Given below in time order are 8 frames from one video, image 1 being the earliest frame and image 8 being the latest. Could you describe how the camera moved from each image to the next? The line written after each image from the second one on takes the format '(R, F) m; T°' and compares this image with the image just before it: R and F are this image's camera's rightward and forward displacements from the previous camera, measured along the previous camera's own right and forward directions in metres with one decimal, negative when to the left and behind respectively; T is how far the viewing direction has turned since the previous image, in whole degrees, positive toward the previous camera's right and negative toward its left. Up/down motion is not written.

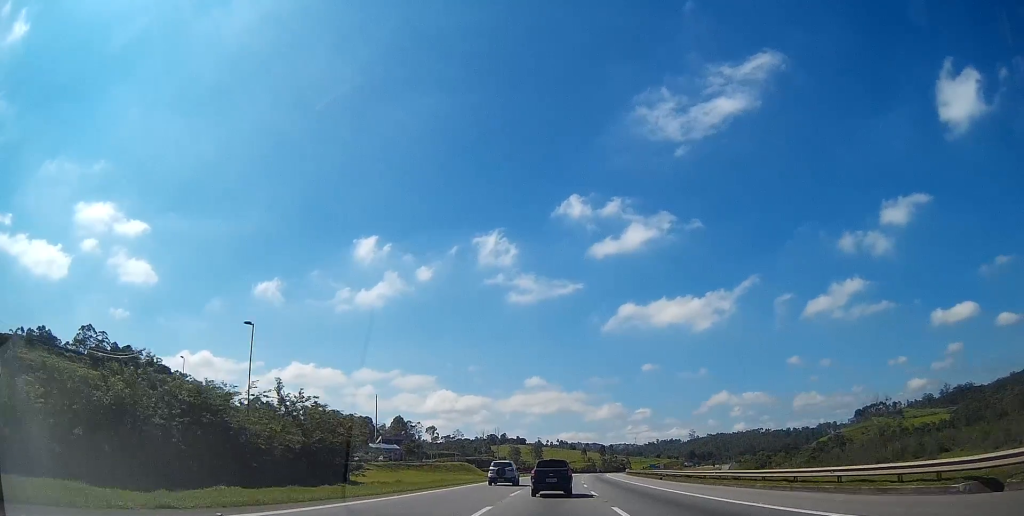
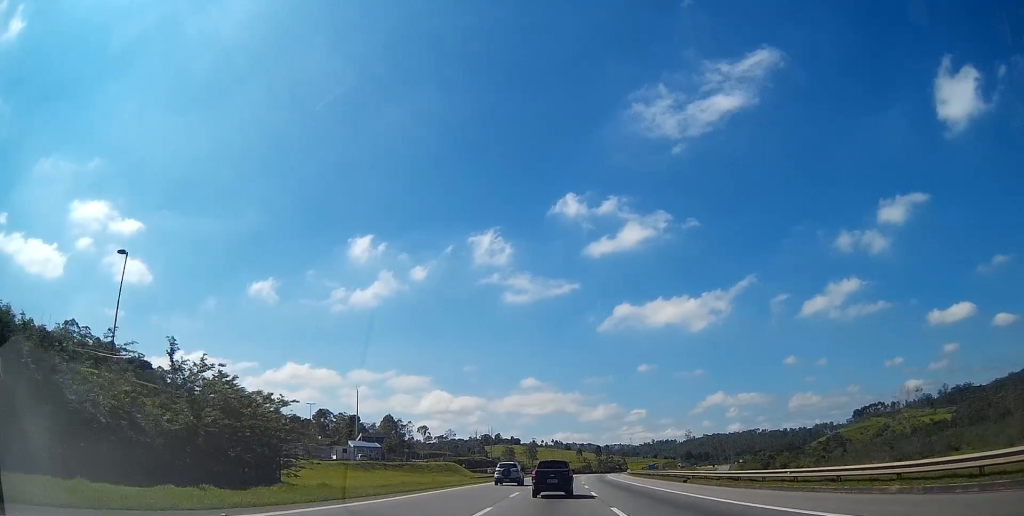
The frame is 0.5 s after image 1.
(-0.1, +12.1) m; 0°
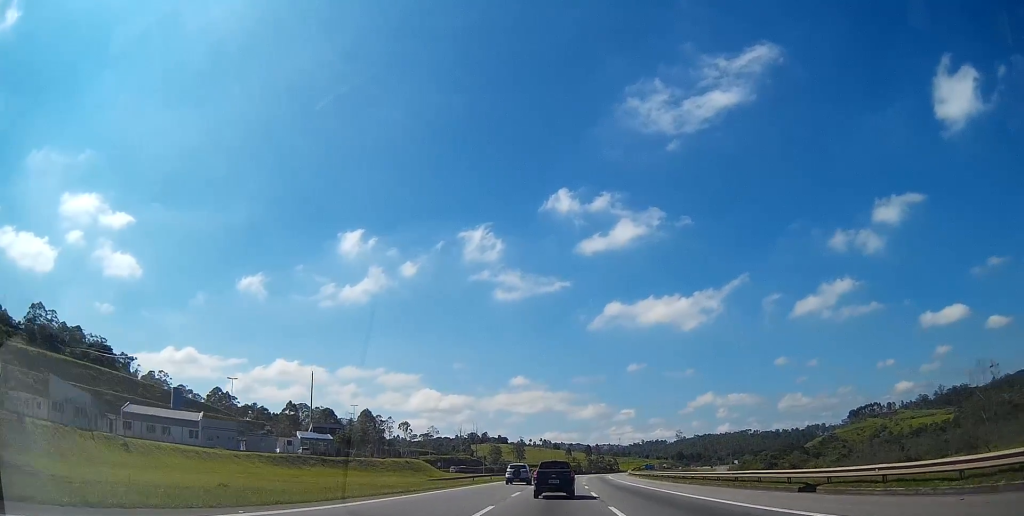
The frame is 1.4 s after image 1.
(+0.2, +23.4) m; +1°
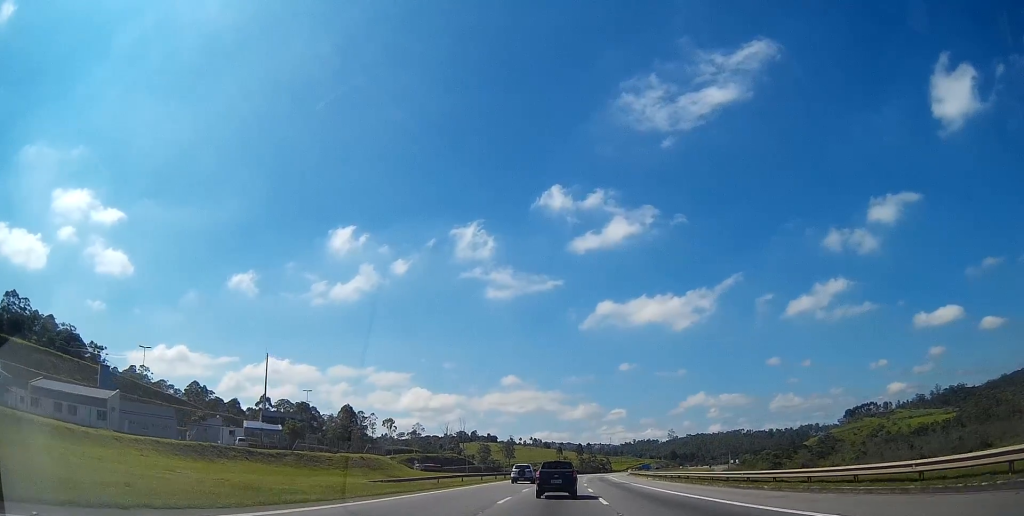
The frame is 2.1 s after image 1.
(+0.1, +18.2) m; +1°
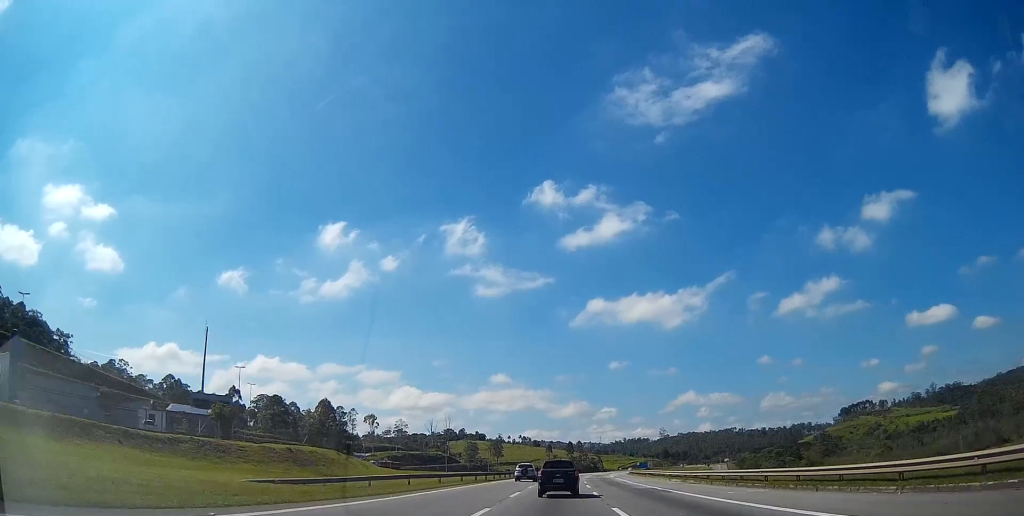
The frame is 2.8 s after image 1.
(+0.1, +19.1) m; +1°
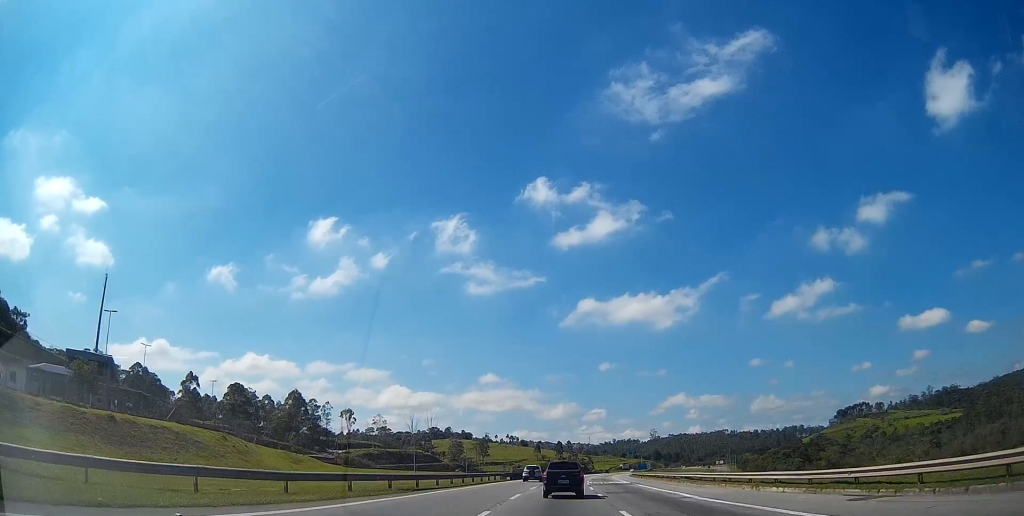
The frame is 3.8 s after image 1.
(+0.2, +25.2) m; +2°
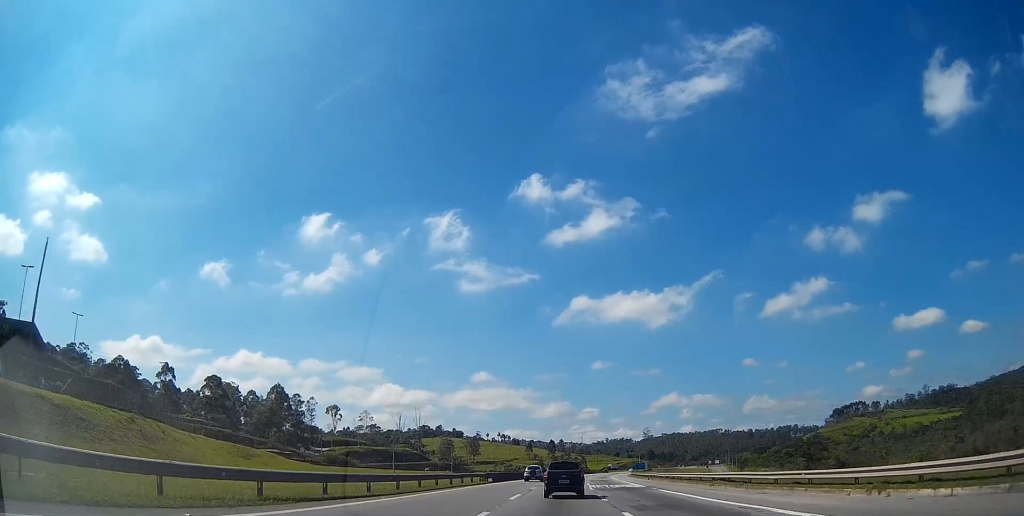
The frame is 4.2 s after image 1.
(+0.2, +12.2) m; +1°
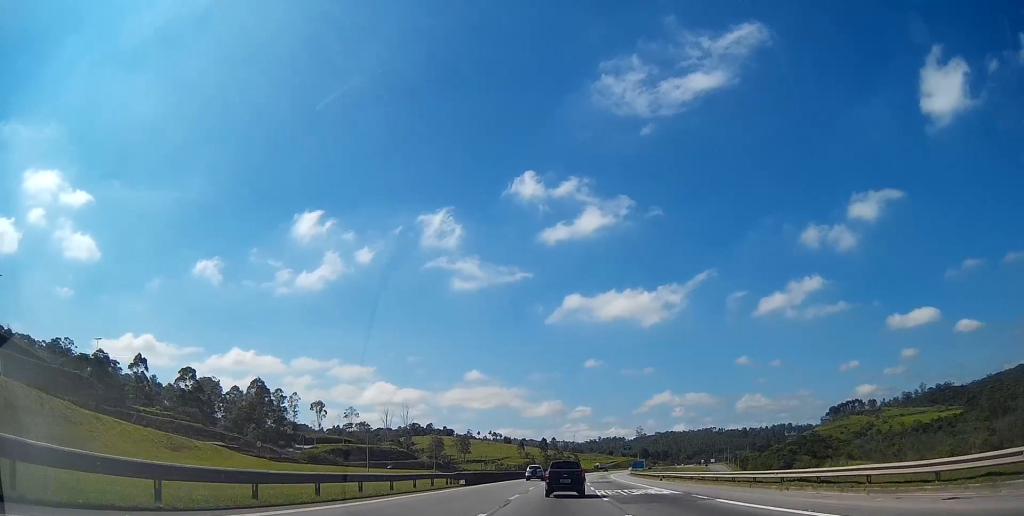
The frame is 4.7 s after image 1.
(+0.2, +13.1) m; +1°
